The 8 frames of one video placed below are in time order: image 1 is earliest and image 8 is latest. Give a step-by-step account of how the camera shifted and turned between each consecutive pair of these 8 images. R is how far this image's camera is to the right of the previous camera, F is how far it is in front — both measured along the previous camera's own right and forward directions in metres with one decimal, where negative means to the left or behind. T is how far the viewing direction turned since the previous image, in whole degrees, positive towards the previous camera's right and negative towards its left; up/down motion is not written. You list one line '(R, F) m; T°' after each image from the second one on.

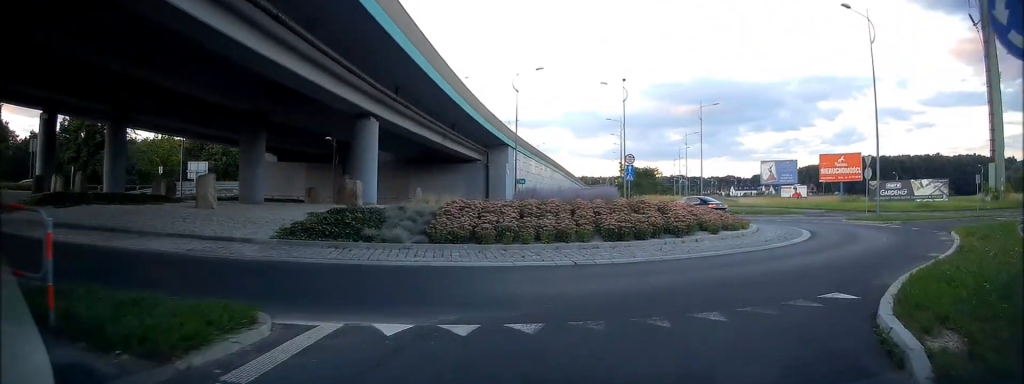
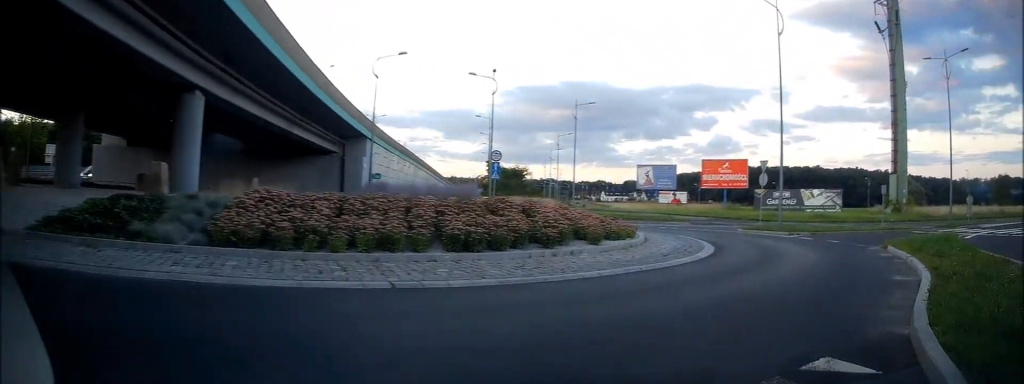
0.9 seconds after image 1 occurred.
(+0.3, +4.1) m; +12°
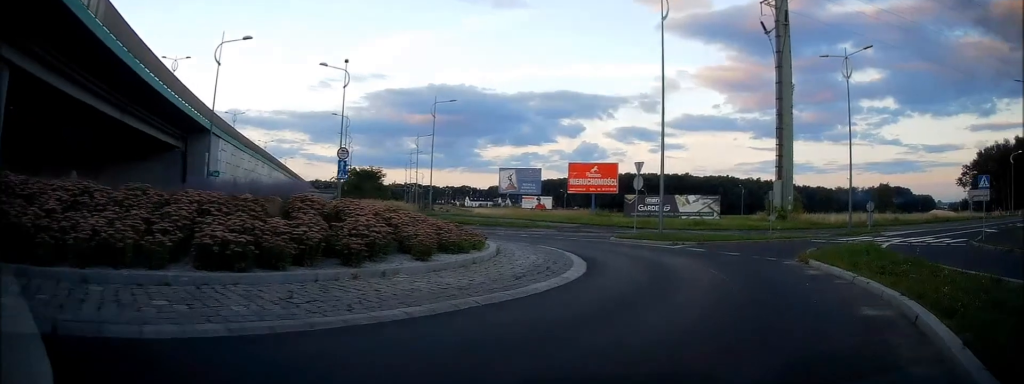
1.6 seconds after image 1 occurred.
(+0.3, +3.4) m; +11°
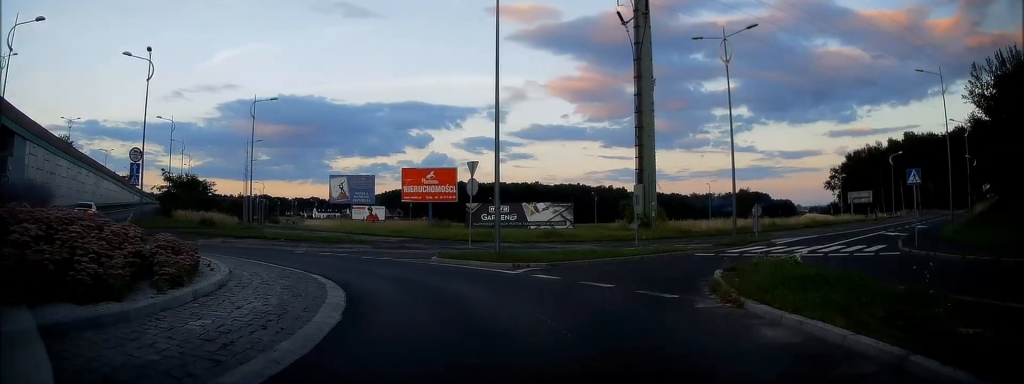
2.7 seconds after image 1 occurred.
(+0.5, +5.4) m; +6°
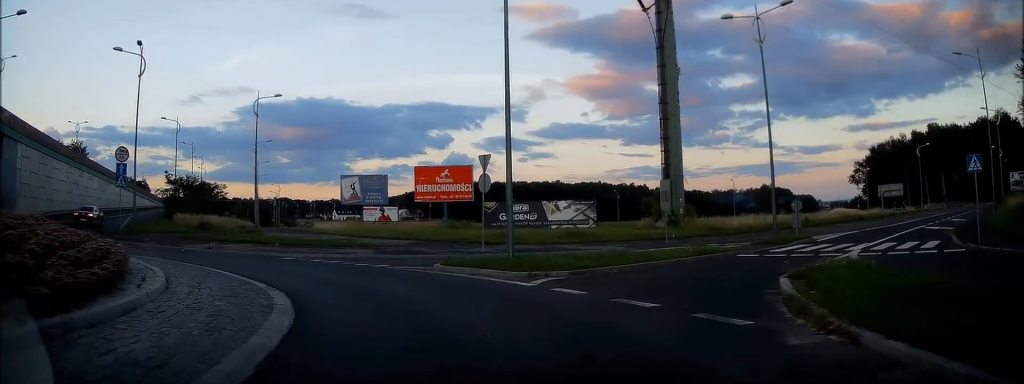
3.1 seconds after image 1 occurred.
(+0.1, +2.5) m; -1°
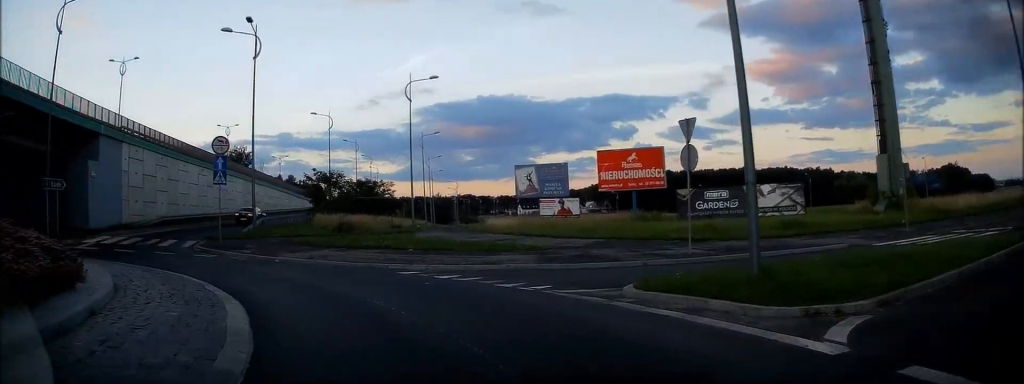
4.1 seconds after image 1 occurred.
(-0.1, +6.1) m; -11°
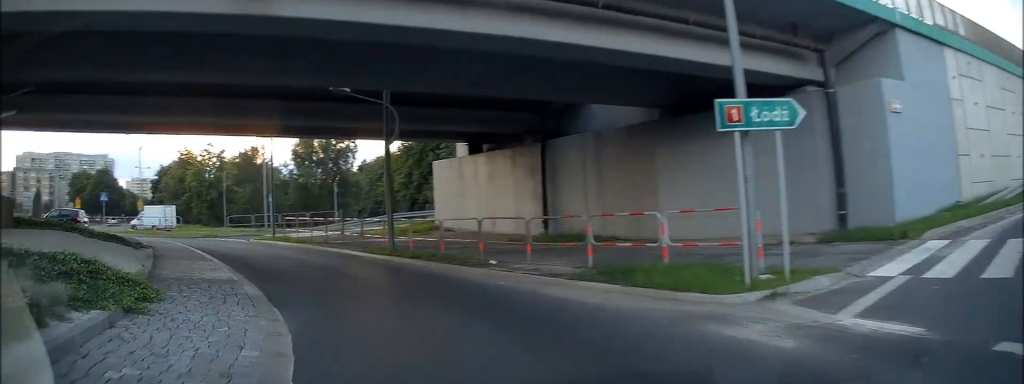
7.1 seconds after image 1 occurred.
(-11.9, +13.4) m; -80°
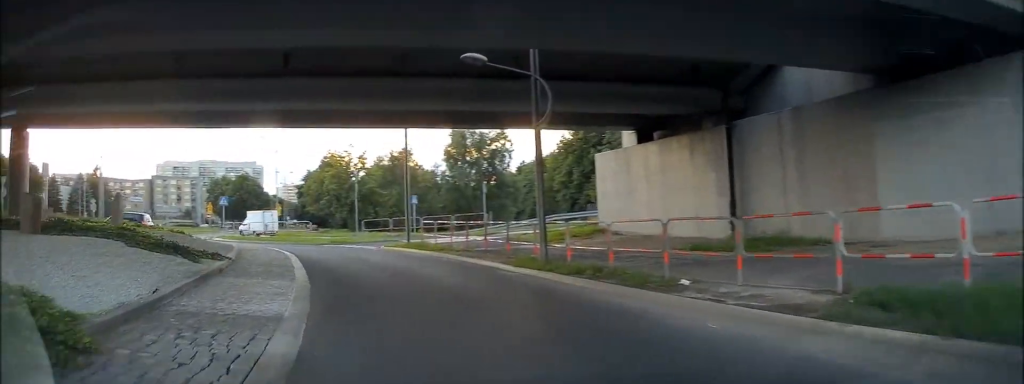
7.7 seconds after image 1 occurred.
(-0.5, +4.7) m; -12°
